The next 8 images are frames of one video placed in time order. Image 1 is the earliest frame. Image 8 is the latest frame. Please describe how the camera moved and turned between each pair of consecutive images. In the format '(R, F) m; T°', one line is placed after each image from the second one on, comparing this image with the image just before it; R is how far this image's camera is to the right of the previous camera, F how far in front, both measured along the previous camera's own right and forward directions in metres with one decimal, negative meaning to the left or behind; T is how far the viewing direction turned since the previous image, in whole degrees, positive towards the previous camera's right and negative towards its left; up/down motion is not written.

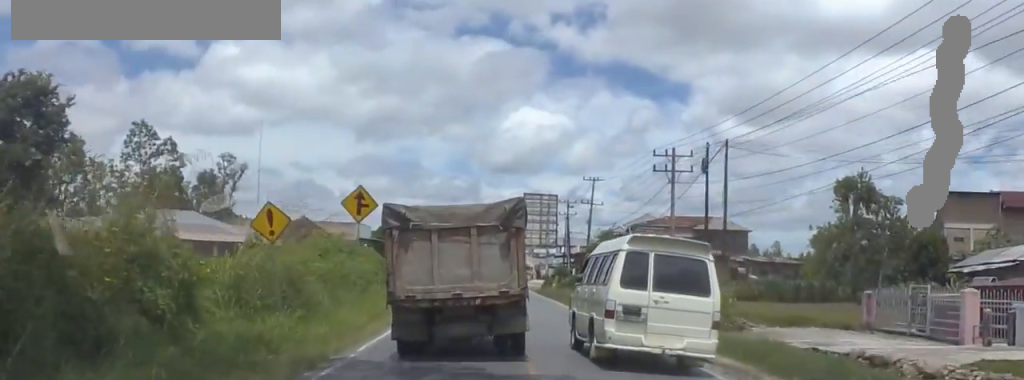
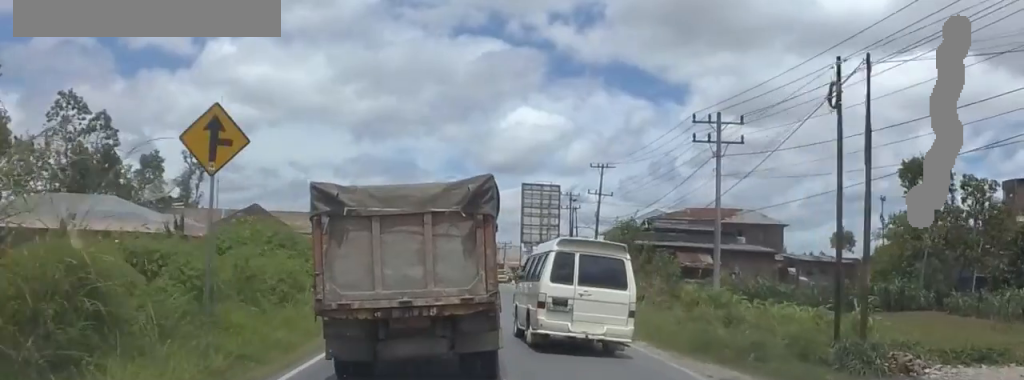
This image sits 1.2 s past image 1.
(+0.1, +13.1) m; -1°
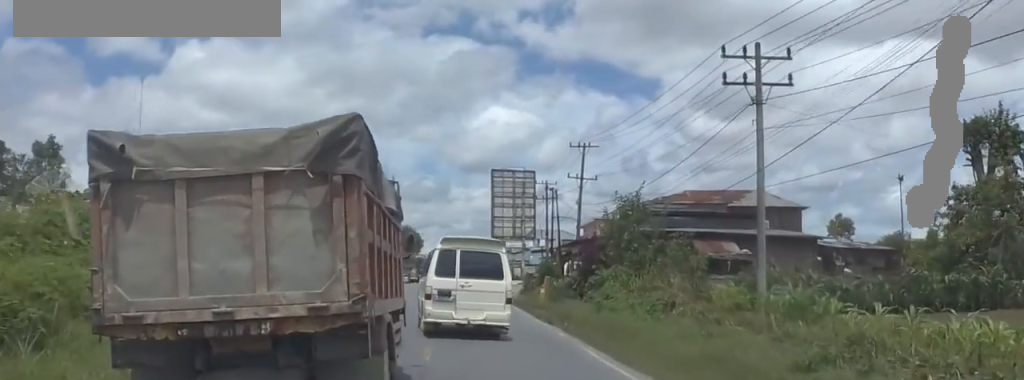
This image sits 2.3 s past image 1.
(-0.3, +12.0) m; +1°
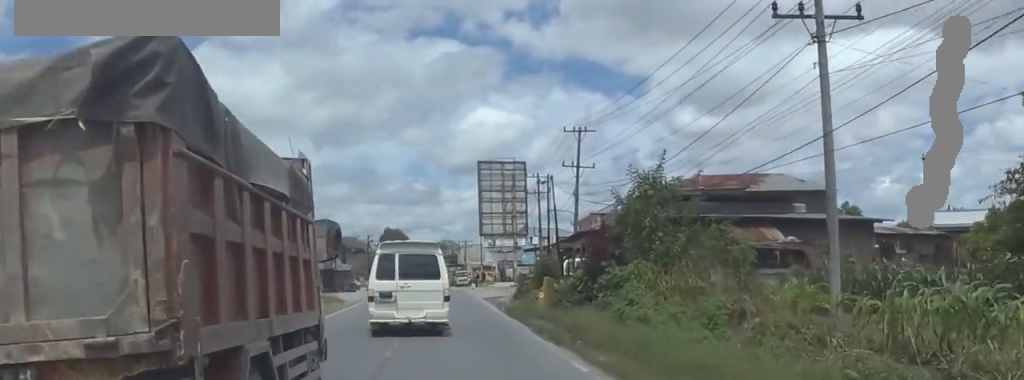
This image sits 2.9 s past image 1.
(+0.1, +7.4) m; +4°
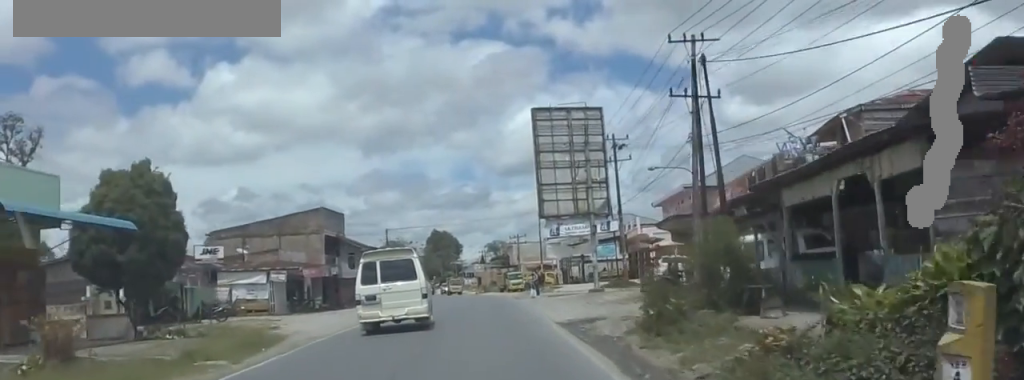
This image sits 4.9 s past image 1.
(-1.3, +22.9) m; -7°
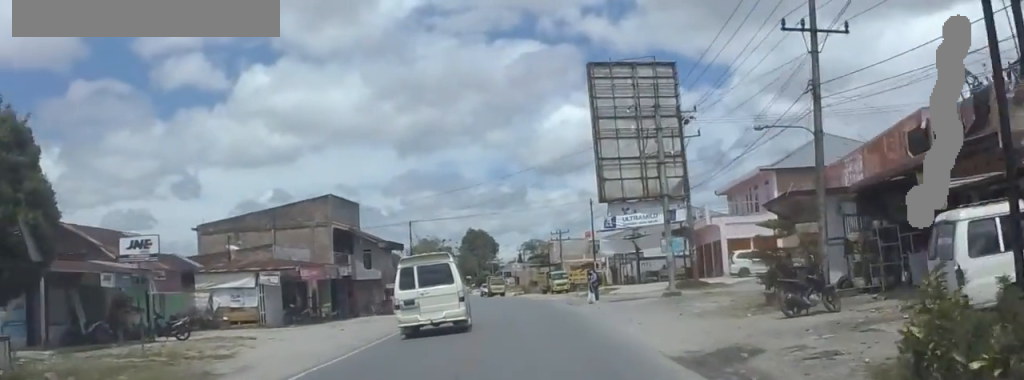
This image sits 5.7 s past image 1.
(+0.3, +10.7) m; +3°
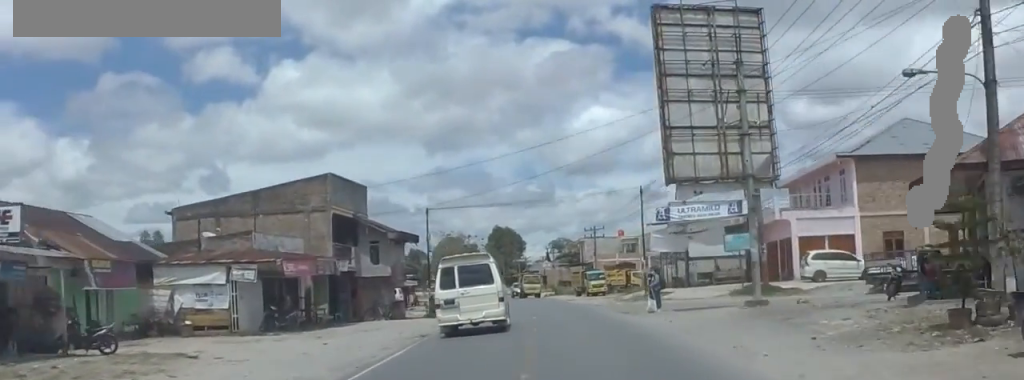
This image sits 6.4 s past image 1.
(+0.4, +8.9) m; +1°
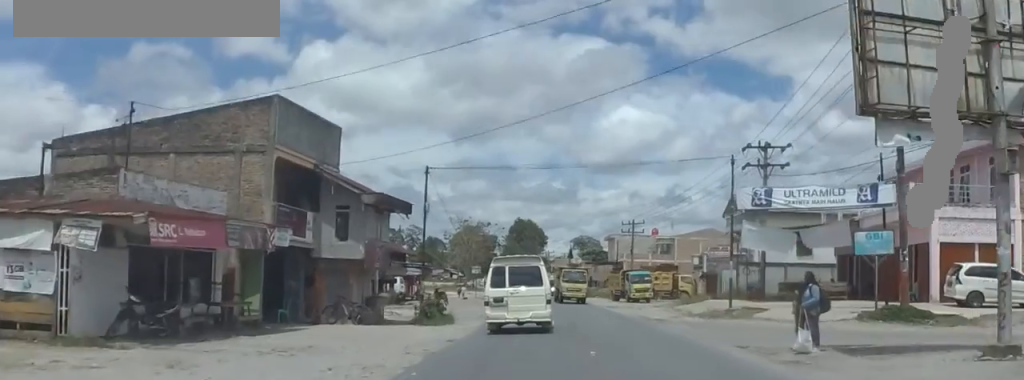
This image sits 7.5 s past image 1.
(-0.7, +14.8) m; -5°
